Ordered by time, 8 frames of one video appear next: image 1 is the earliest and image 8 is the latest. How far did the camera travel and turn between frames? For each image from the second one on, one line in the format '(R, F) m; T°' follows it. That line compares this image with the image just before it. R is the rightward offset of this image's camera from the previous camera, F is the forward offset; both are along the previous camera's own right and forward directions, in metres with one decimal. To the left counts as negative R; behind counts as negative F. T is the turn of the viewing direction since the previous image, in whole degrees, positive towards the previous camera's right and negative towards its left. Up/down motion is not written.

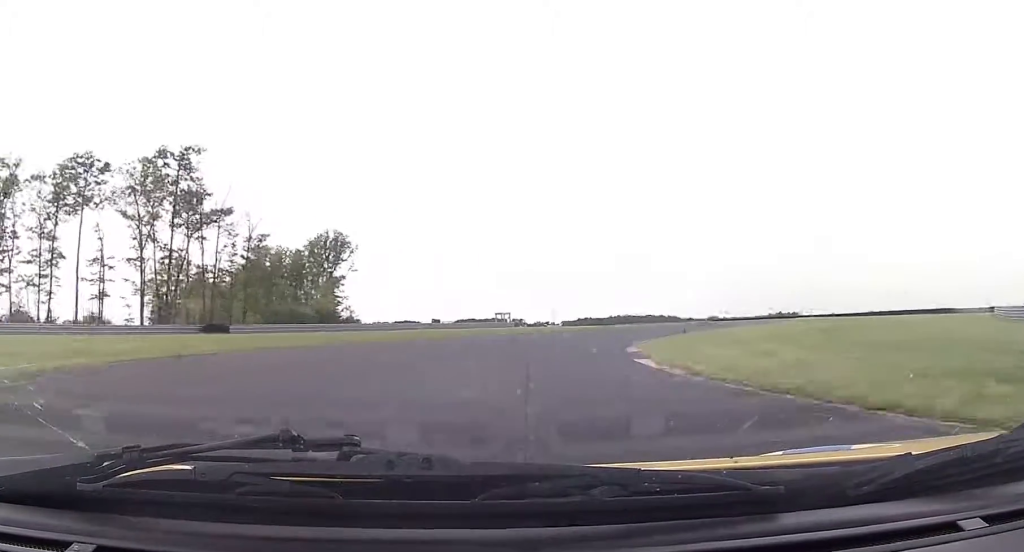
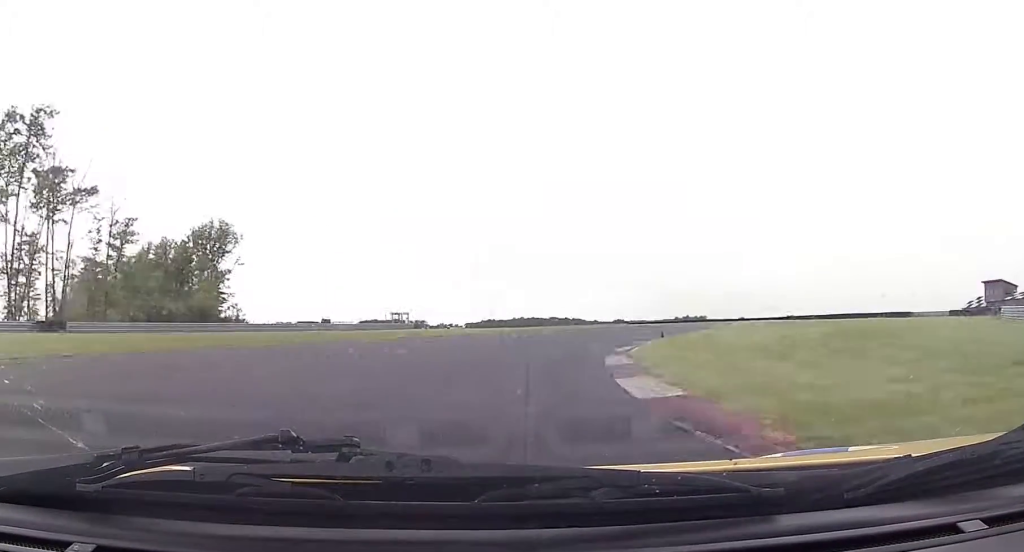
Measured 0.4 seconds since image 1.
(+0.8, +13.1) m; +8°
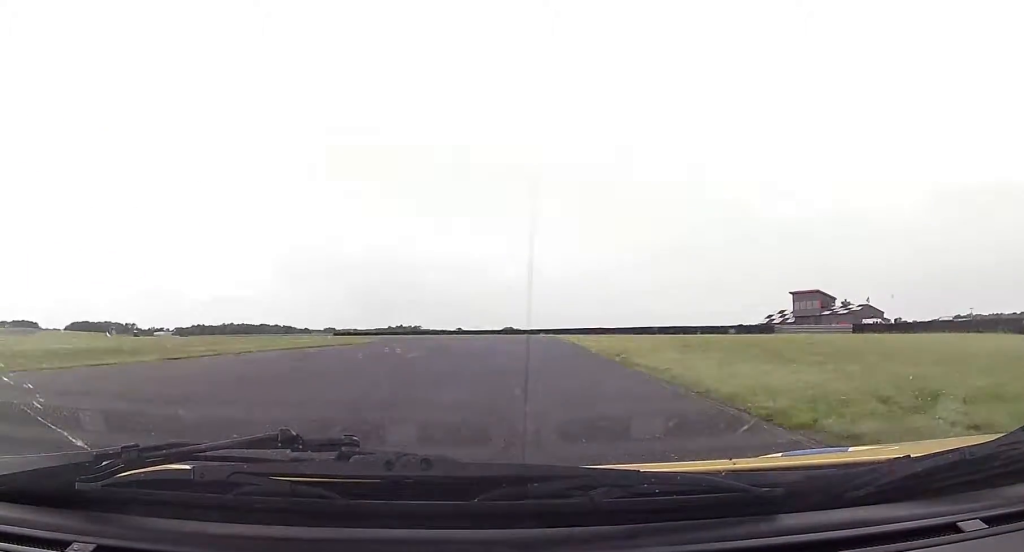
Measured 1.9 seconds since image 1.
(+7.3, +41.3) m; +12°
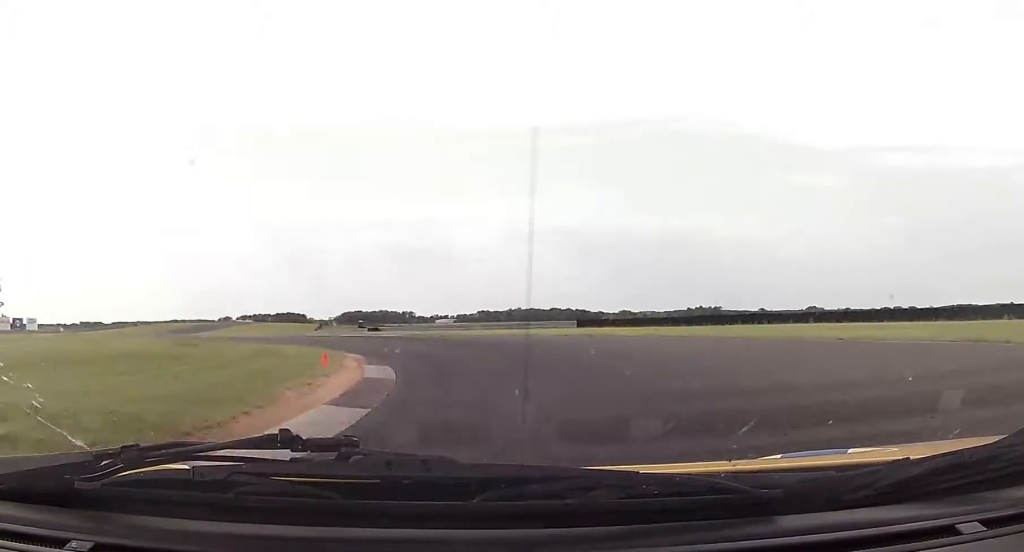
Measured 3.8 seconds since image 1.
(-6.8, +52.1) m; -25°
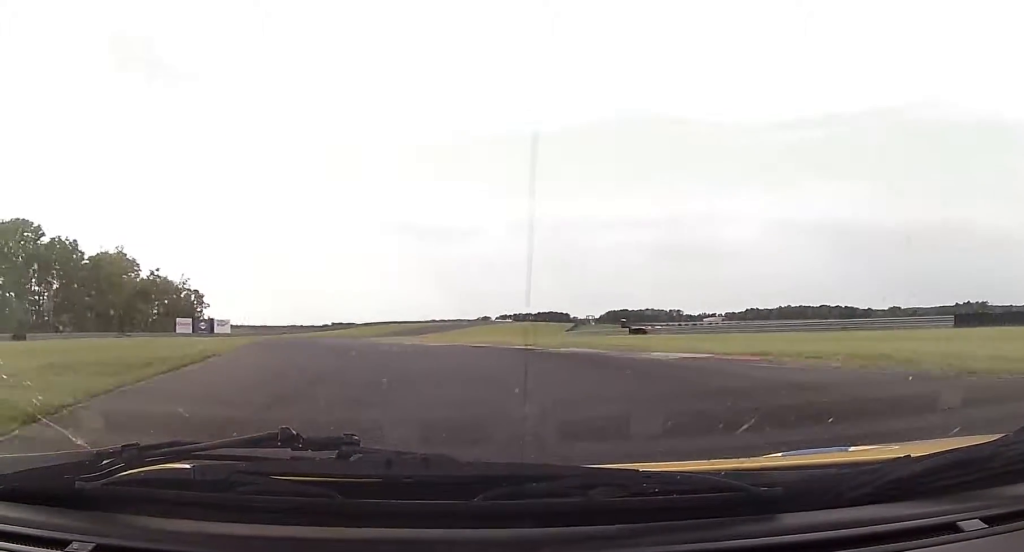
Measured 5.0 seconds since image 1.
(-6.4, +30.2) m; -19°
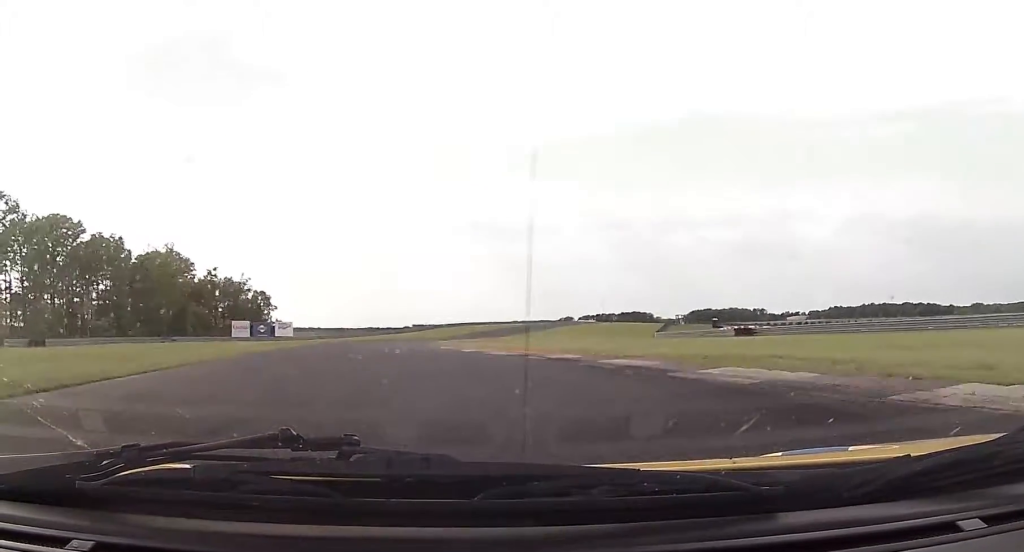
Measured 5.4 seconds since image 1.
(-0.7, +12.0) m; -5°
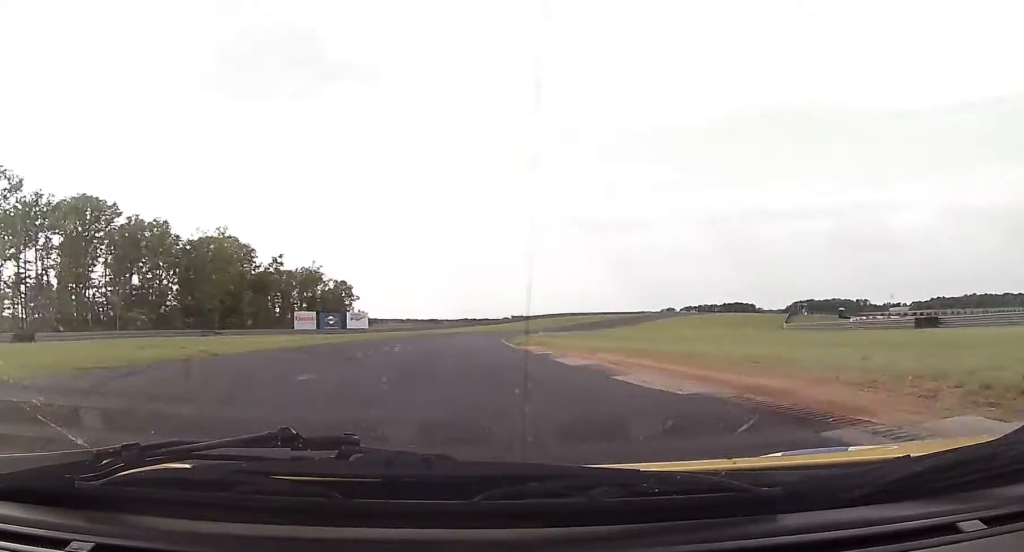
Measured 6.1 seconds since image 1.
(-1.4, +19.4) m; -6°
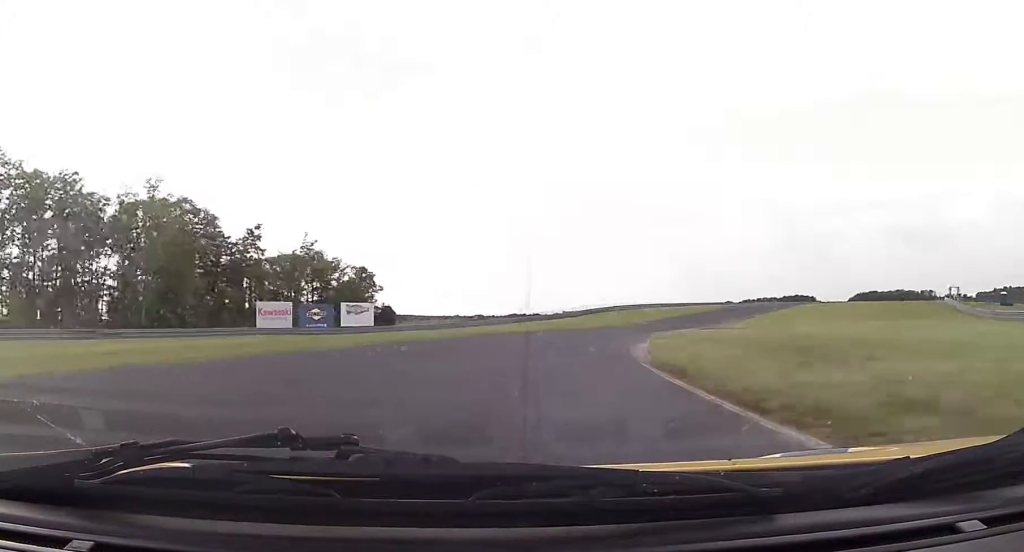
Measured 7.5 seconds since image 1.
(-2.8, +42.0) m; -3°
